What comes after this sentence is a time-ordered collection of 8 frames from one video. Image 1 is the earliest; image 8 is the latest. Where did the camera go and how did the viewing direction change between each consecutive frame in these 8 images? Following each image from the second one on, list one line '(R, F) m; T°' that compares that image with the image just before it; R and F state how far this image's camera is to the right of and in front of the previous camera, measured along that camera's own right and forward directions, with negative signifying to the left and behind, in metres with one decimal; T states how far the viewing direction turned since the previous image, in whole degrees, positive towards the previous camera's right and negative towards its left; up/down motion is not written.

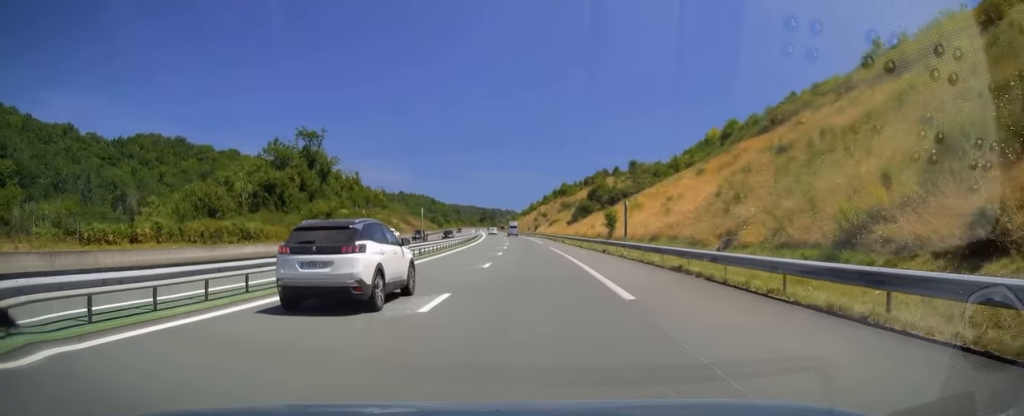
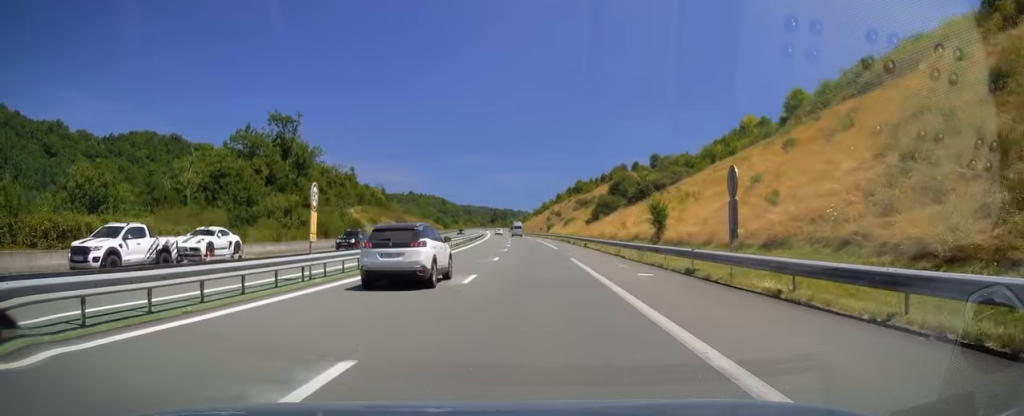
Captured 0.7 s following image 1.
(-0.1, +20.3) m; -1°
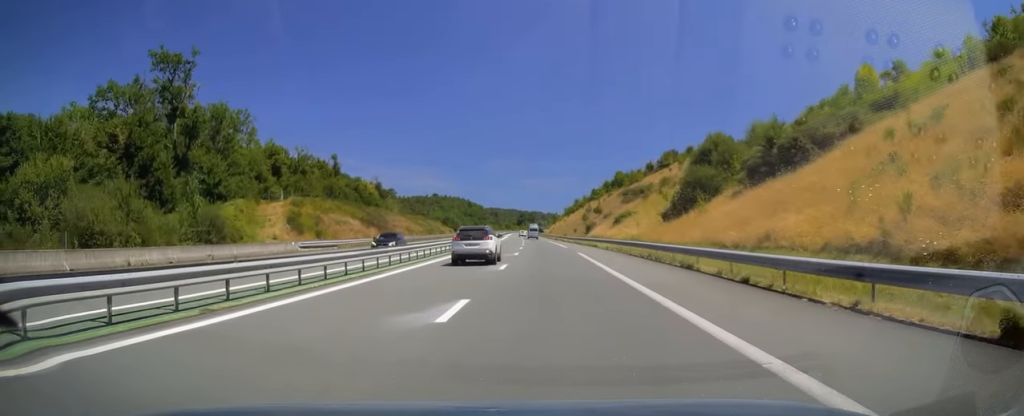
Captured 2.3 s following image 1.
(-1.1, +46.0) m; -2°
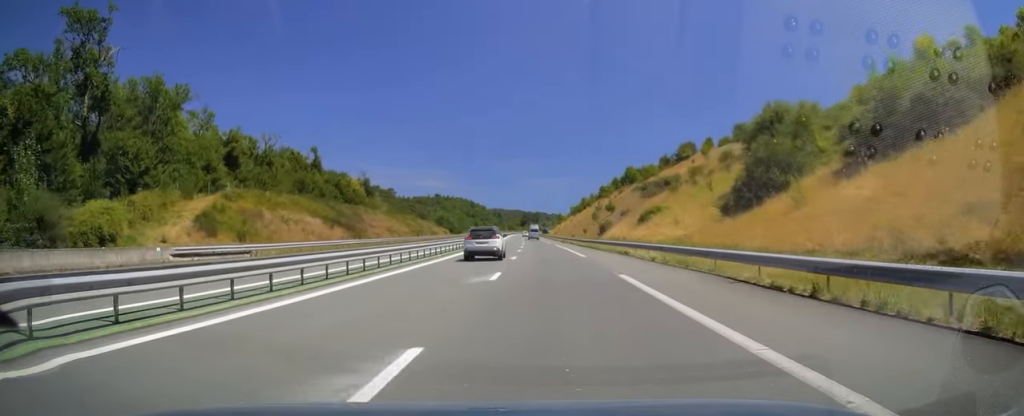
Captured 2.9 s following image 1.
(0.0, +18.0) m; -1°
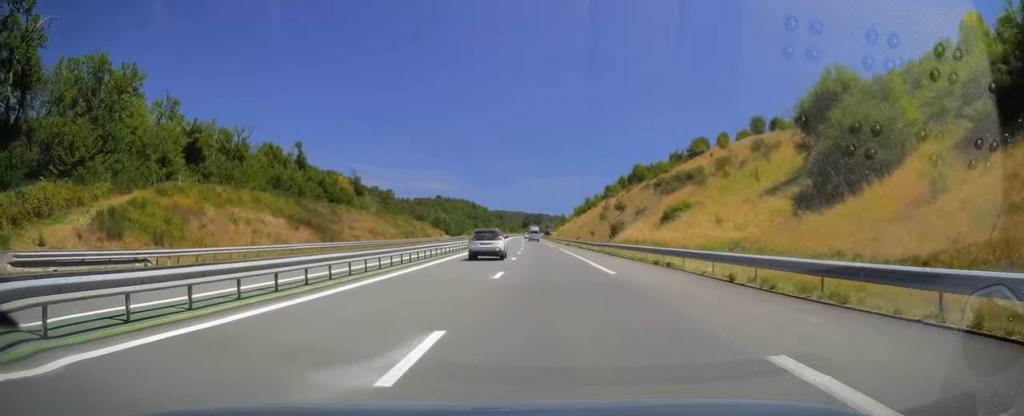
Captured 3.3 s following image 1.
(-0.3, +11.7) m; 0°
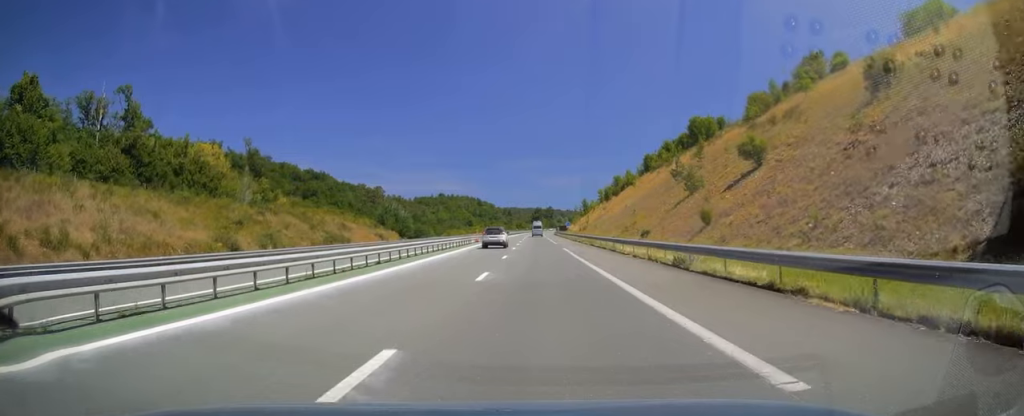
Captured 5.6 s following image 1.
(-0.4, +66.5) m; -1°
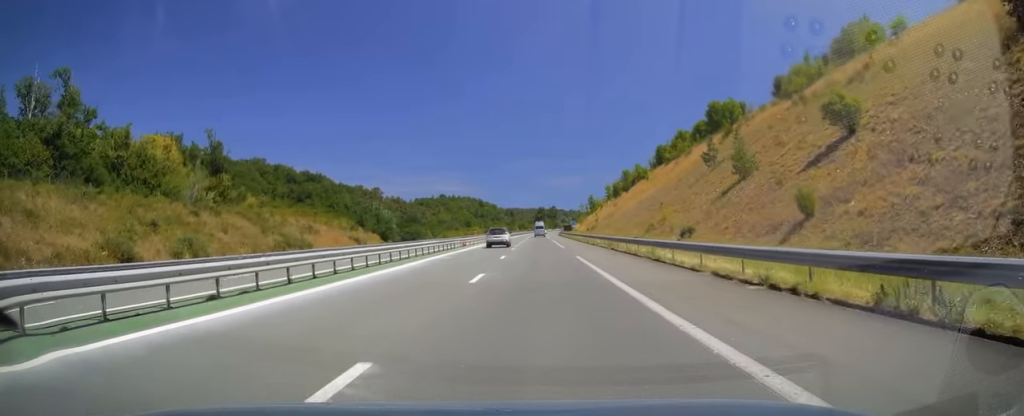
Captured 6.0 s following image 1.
(0.0, +13.7) m; 0°
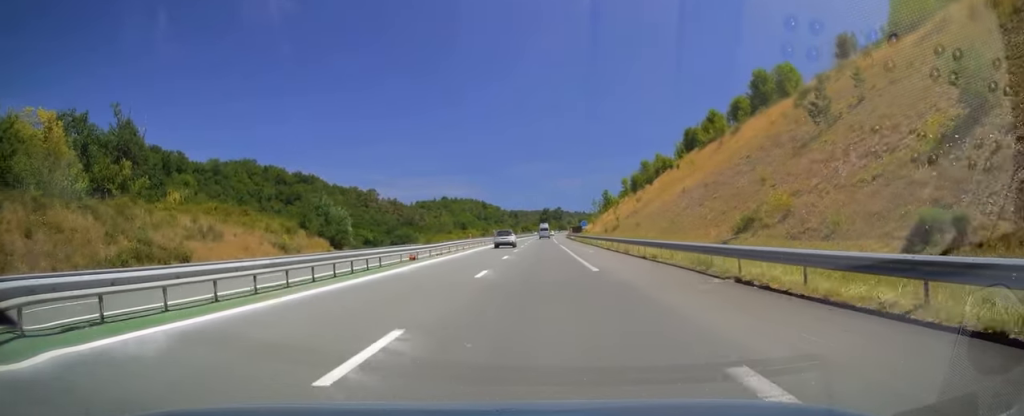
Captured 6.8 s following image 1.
(-0.1, +24.0) m; -1°
